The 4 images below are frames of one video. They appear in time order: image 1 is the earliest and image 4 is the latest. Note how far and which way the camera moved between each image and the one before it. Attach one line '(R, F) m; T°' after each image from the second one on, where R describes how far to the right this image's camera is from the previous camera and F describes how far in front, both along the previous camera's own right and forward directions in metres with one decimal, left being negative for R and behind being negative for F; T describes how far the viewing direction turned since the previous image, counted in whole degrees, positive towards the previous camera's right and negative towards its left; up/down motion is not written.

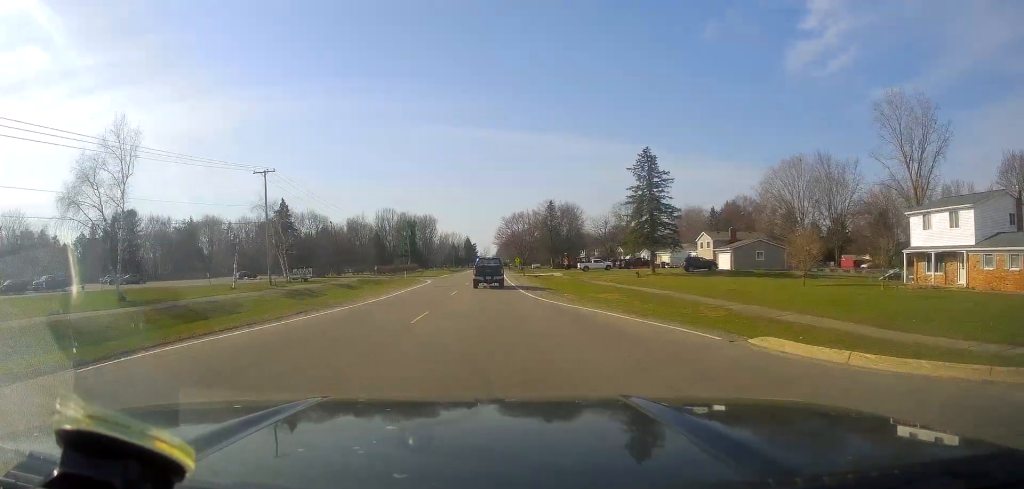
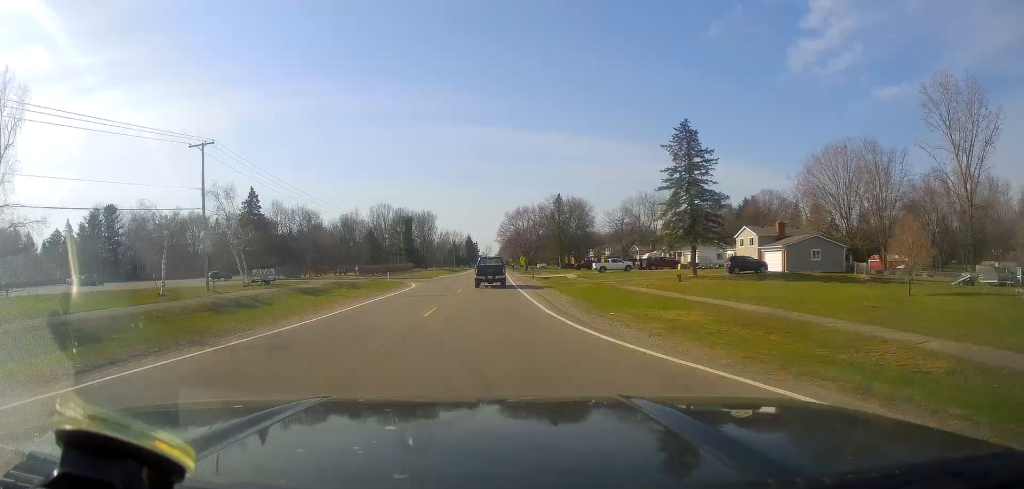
(-0.2, +13.0) m; 0°
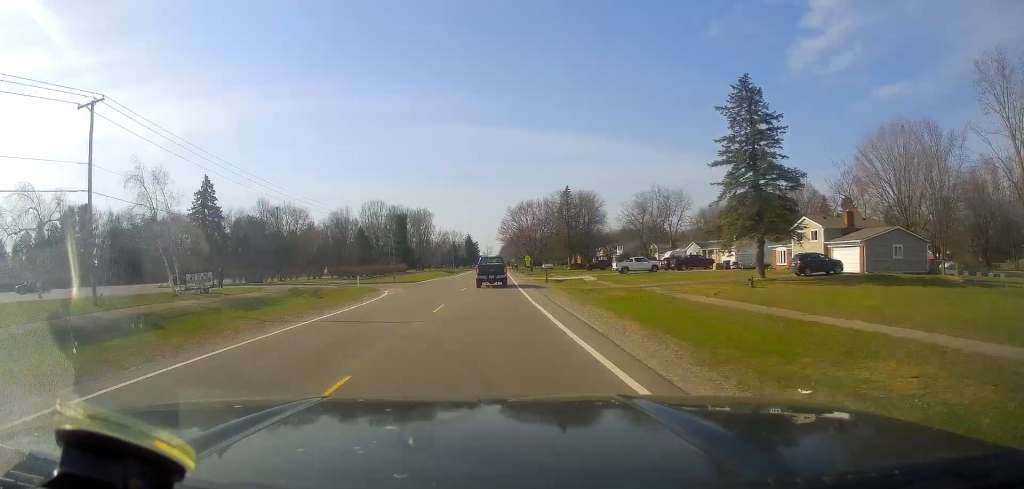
(+0.1, +13.6) m; 0°
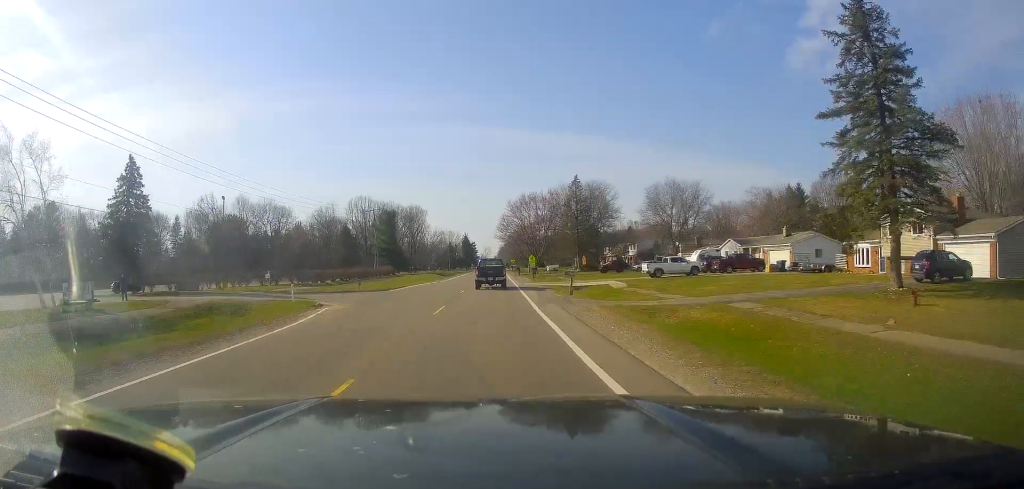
(+0.3, +15.1) m; -1°
